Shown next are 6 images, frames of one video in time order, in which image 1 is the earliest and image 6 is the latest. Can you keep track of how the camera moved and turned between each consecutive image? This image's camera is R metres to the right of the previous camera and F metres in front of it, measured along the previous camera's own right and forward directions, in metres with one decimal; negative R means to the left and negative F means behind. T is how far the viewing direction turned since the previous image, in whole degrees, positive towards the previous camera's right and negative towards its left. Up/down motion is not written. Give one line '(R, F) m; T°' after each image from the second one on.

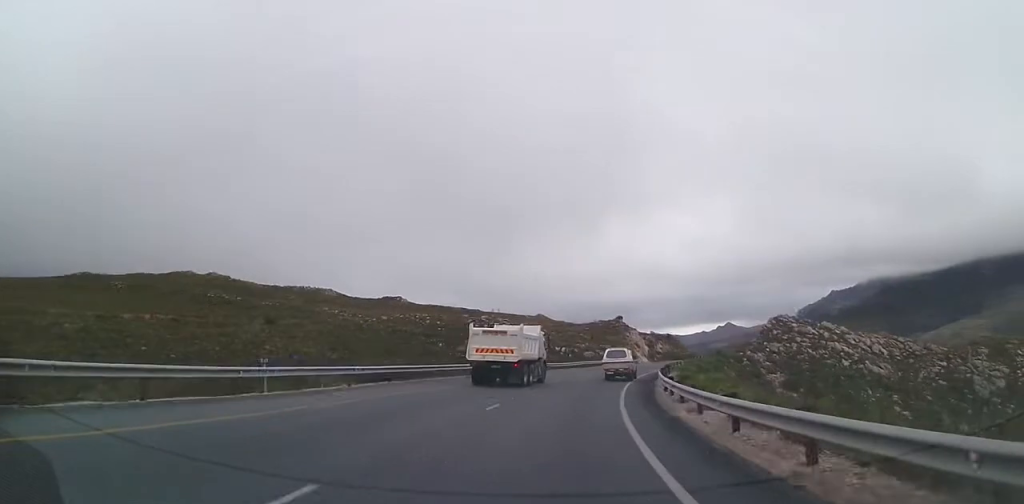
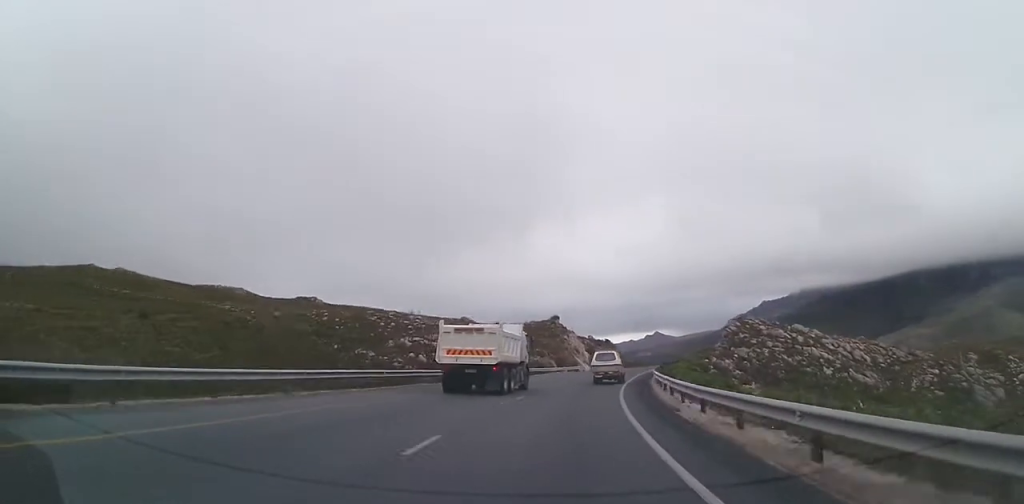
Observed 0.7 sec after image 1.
(-0.5, +19.6) m; +6°
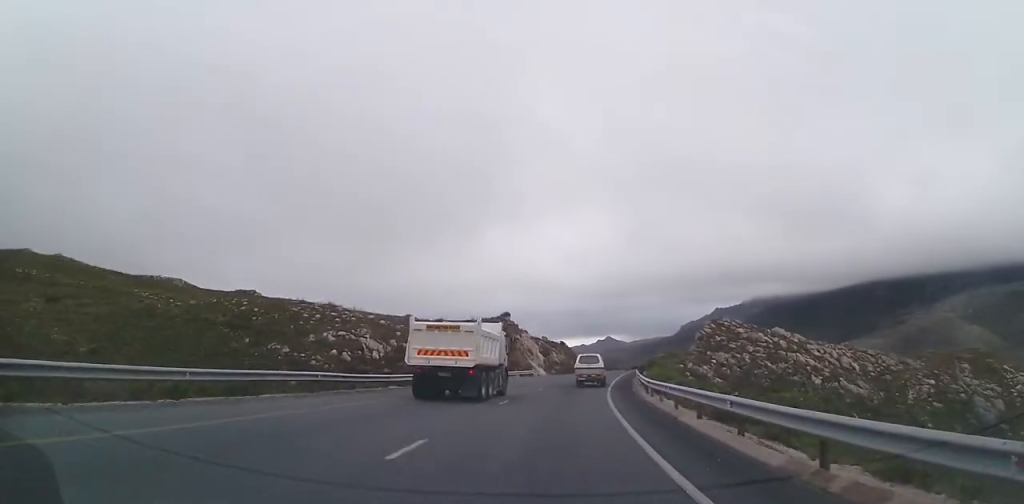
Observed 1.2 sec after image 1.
(+1.6, +12.3) m; +6°
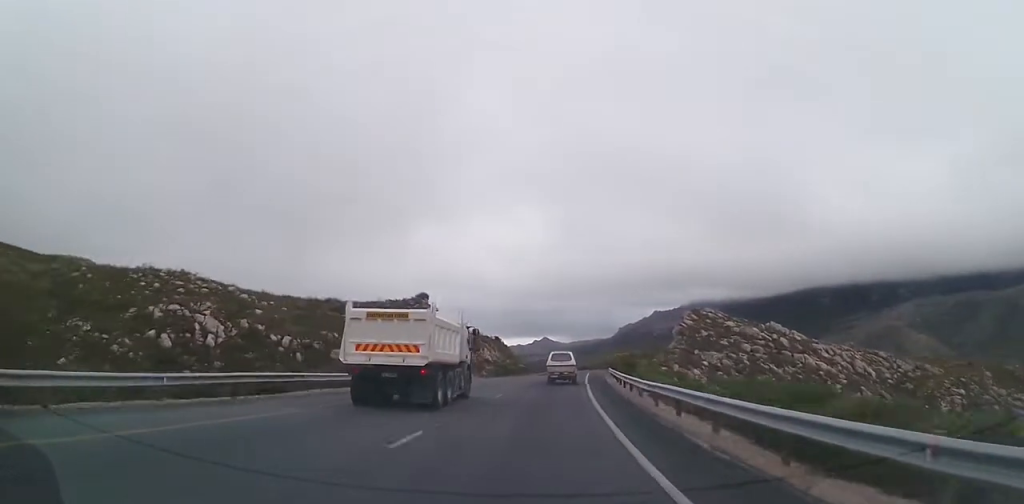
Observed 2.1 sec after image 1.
(+2.4, +22.7) m; +10°
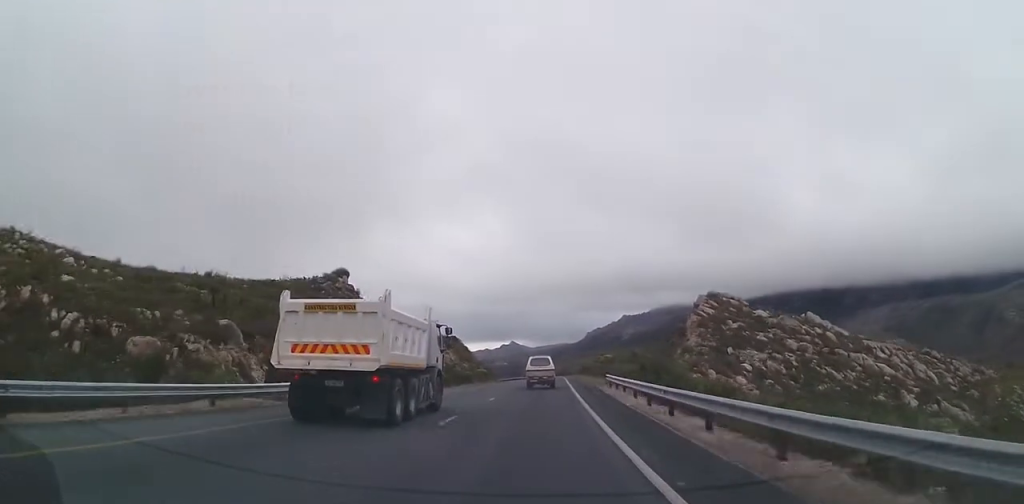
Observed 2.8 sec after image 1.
(+1.2, +19.9) m; +5°
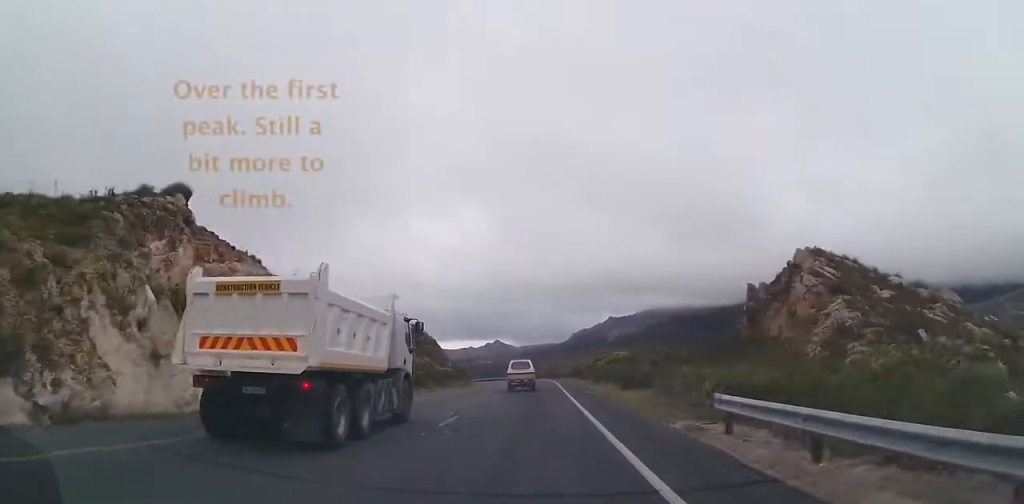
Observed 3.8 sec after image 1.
(+0.7, +23.7) m; +2°
